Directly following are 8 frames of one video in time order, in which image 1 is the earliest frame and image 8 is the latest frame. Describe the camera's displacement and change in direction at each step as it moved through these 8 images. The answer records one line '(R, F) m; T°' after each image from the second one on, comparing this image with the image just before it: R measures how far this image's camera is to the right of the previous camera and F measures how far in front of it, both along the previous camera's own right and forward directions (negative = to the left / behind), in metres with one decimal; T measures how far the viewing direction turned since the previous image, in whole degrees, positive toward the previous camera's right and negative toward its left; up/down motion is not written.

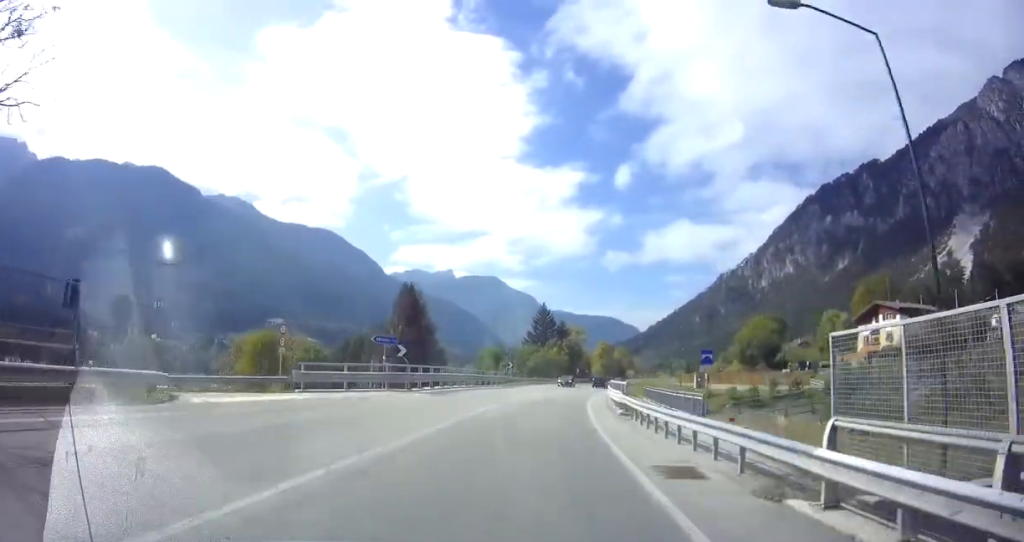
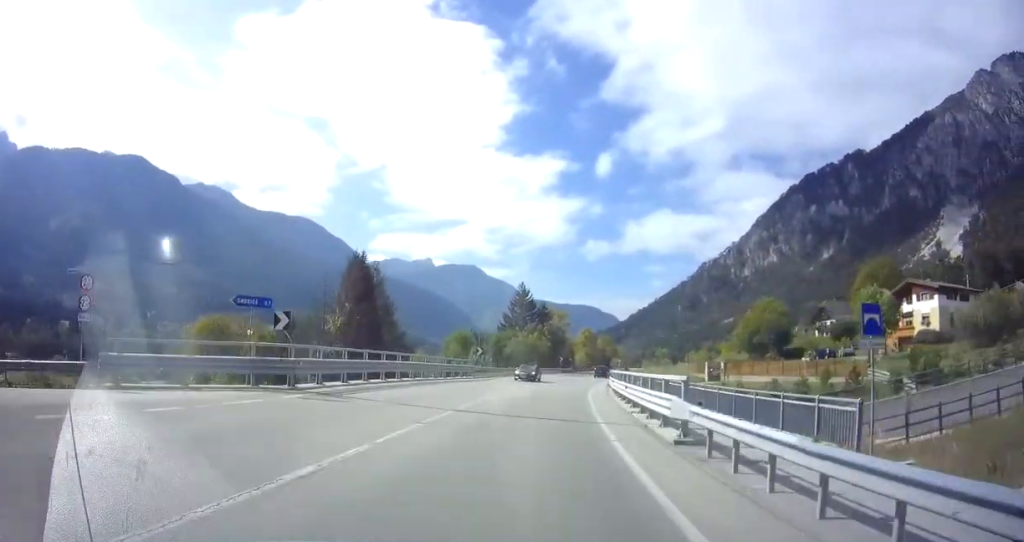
(+0.2, +12.4) m; +2°
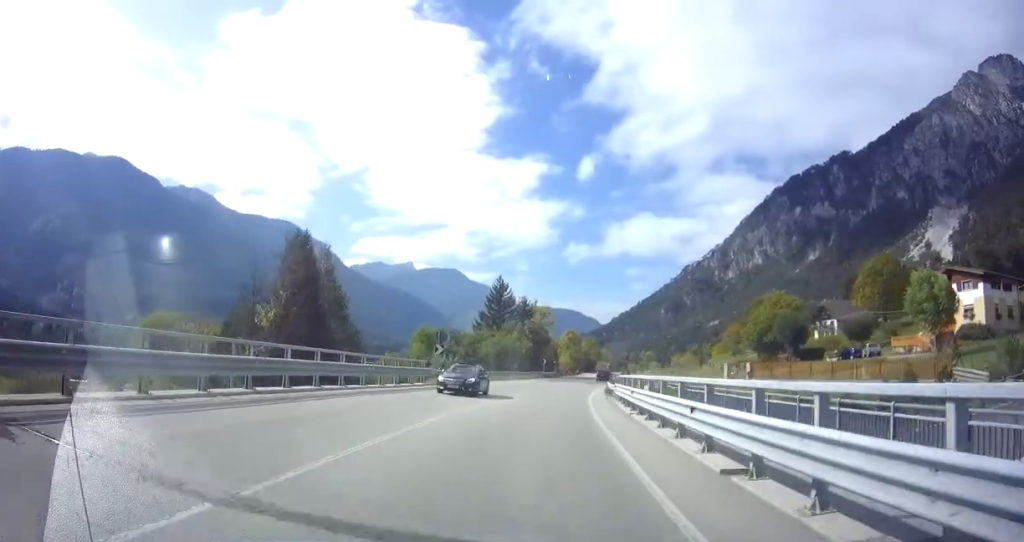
(+0.2, +11.1) m; +2°
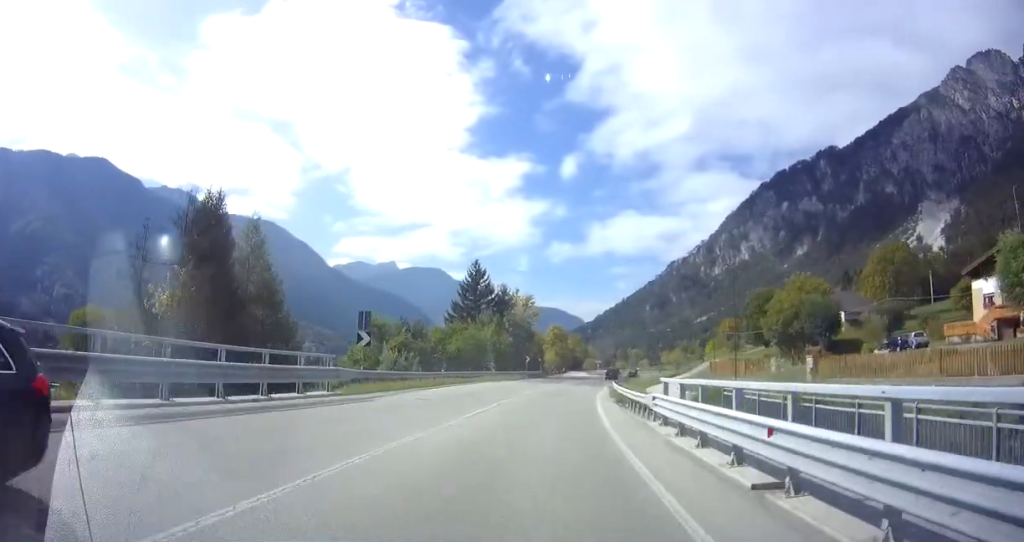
(+0.2, +12.5) m; +2°
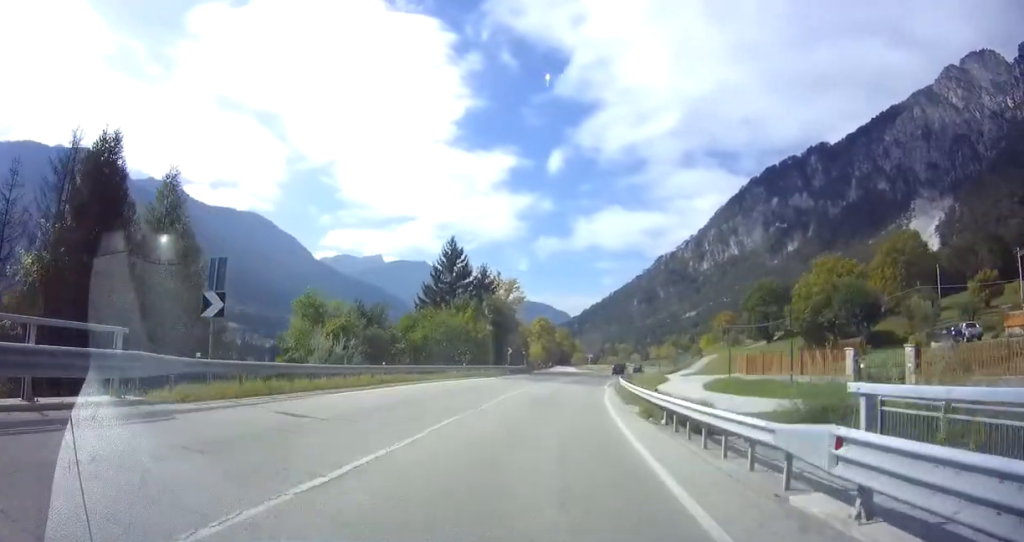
(+0.3, +11.1) m; +1°
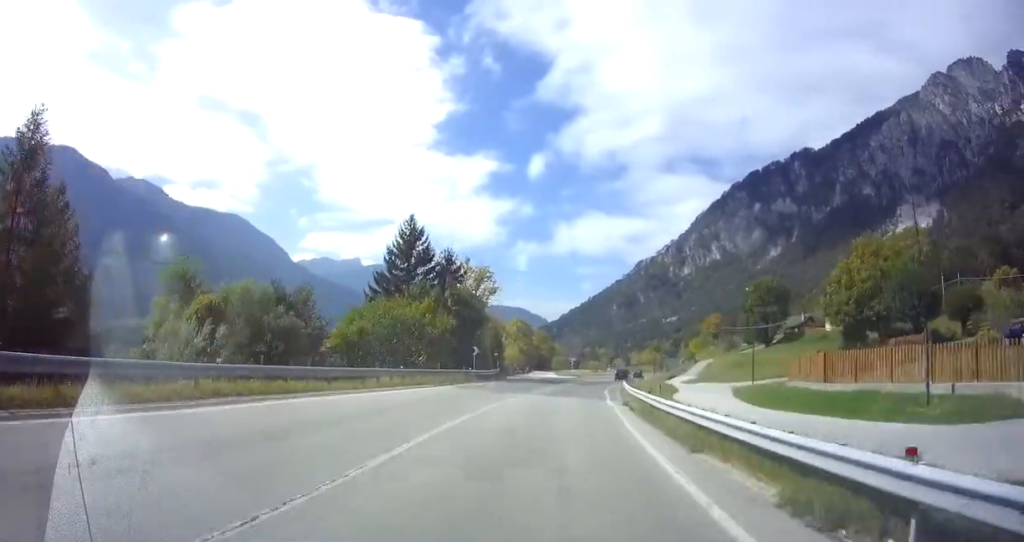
(+0.1, +11.9) m; +2°
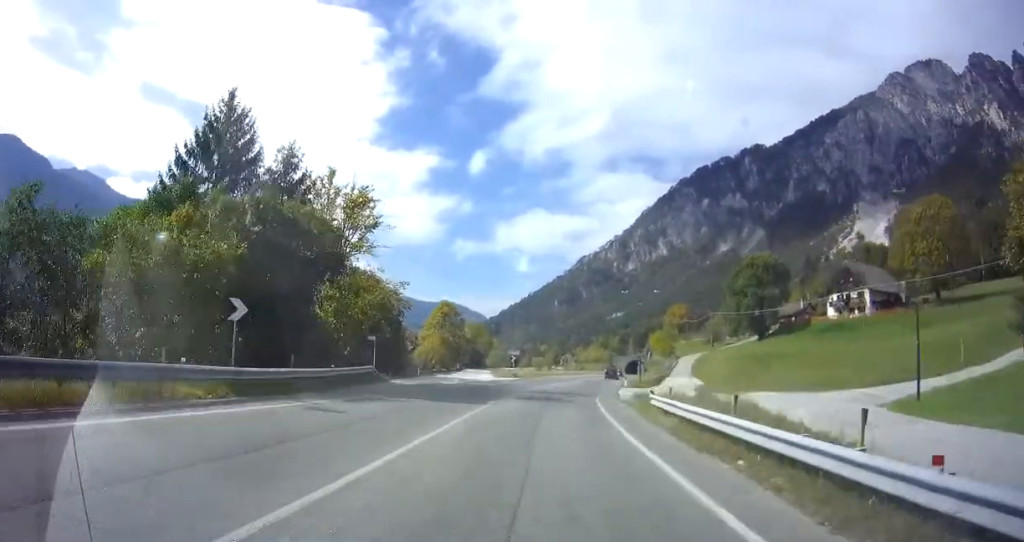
(+1.2, +27.3) m; +7°
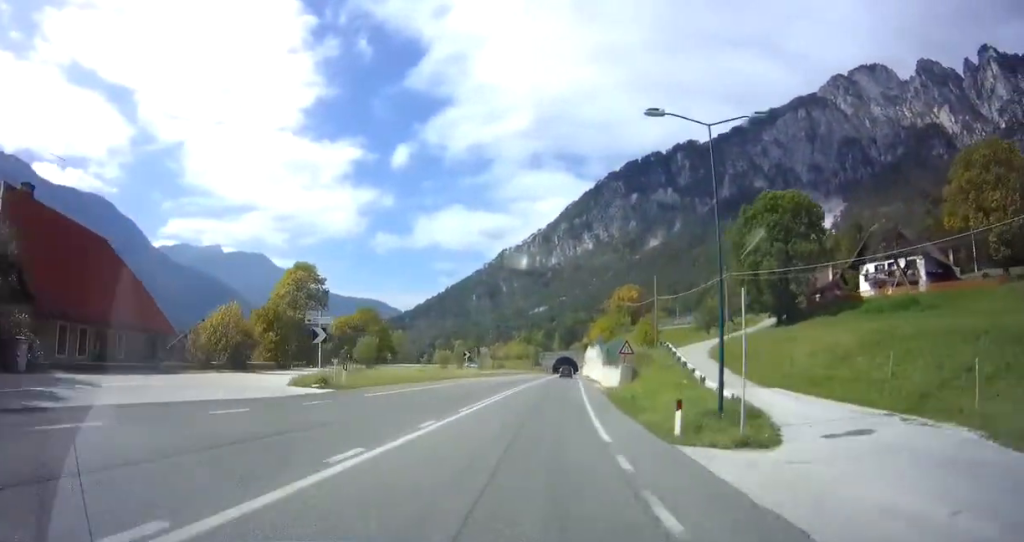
(+3.1, +37.3) m; +8°
